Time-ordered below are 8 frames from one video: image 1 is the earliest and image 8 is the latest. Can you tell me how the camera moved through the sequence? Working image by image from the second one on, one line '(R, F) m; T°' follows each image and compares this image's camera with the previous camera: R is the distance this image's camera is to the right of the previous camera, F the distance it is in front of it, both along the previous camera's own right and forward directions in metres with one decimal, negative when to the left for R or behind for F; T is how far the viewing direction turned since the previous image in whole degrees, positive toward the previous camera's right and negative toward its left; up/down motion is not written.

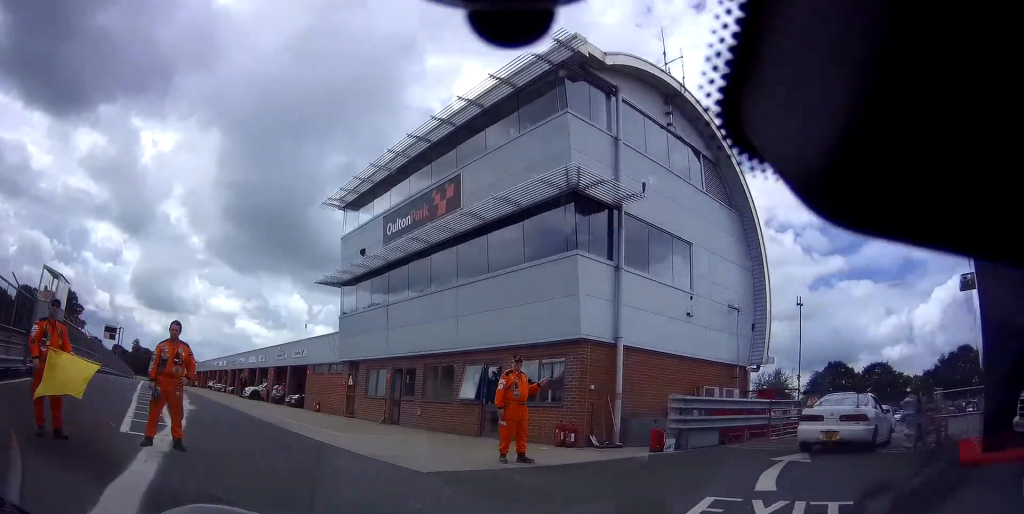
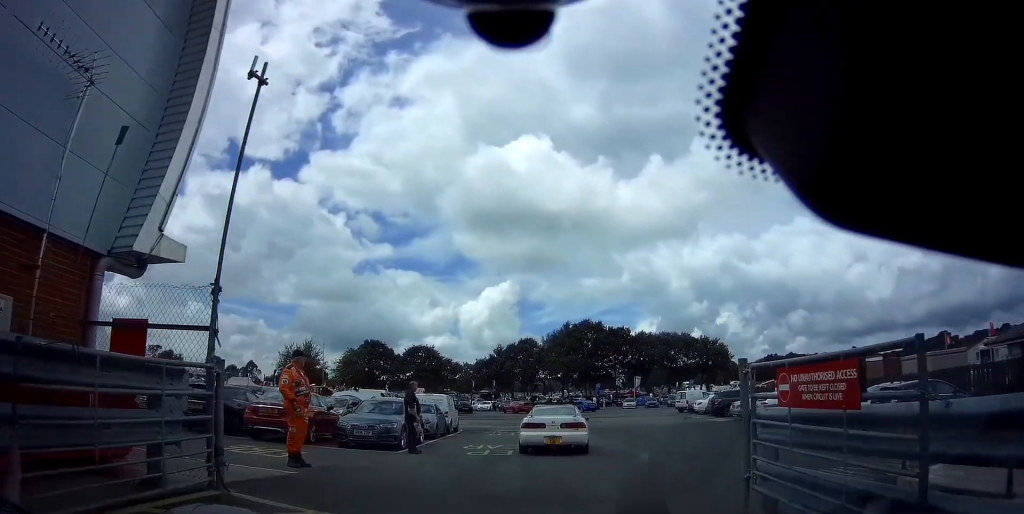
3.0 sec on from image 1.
(+5.0, +11.4) m; +35°
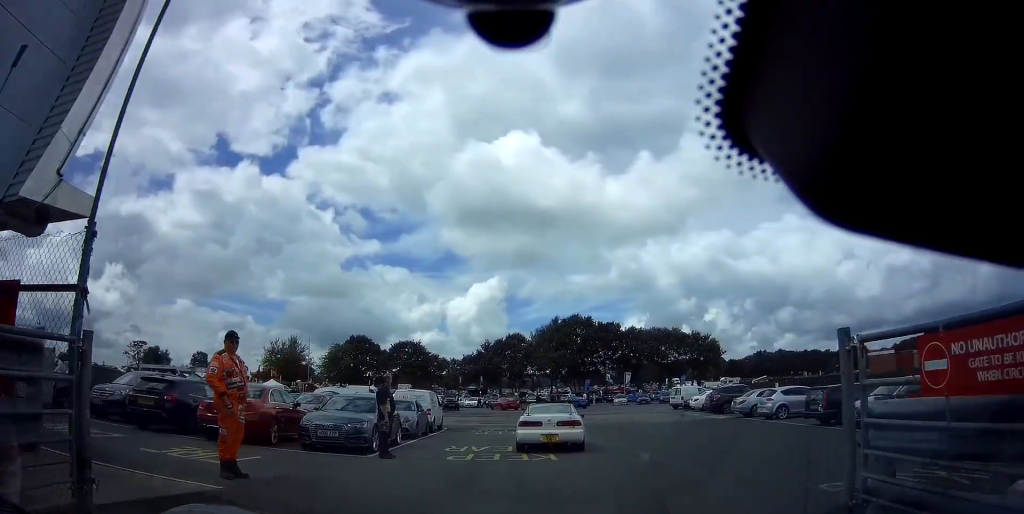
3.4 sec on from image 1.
(+0.1, +1.8) m; +3°
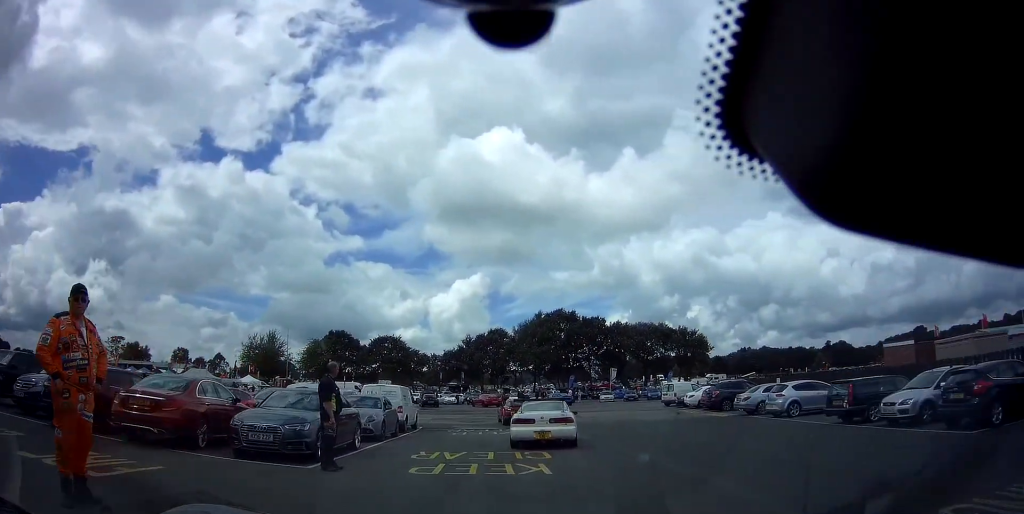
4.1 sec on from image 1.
(+0.1, +2.6) m; +4°
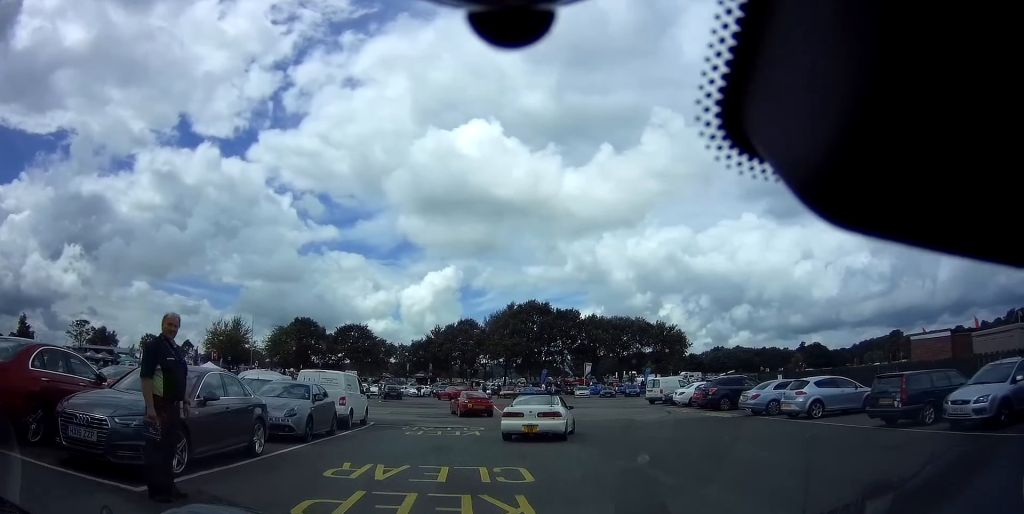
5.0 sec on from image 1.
(+0.1, +3.9) m; +4°
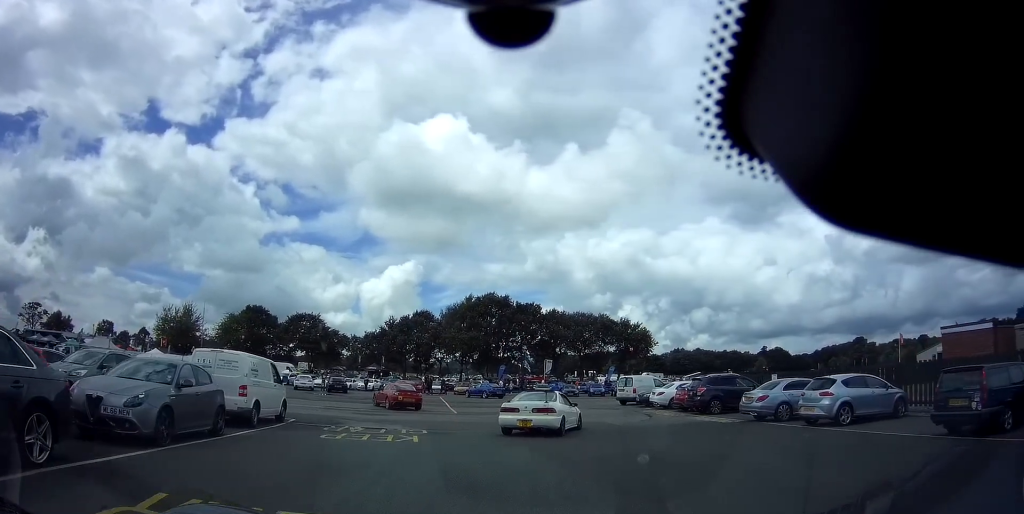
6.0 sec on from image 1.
(+0.2, +4.1) m; -1°
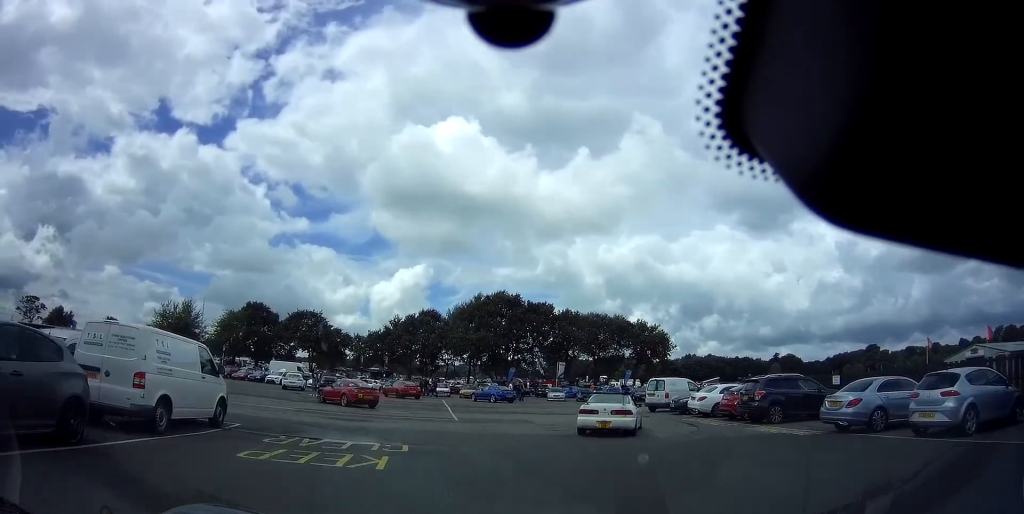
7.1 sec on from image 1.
(-0.2, +4.5) m; 0°
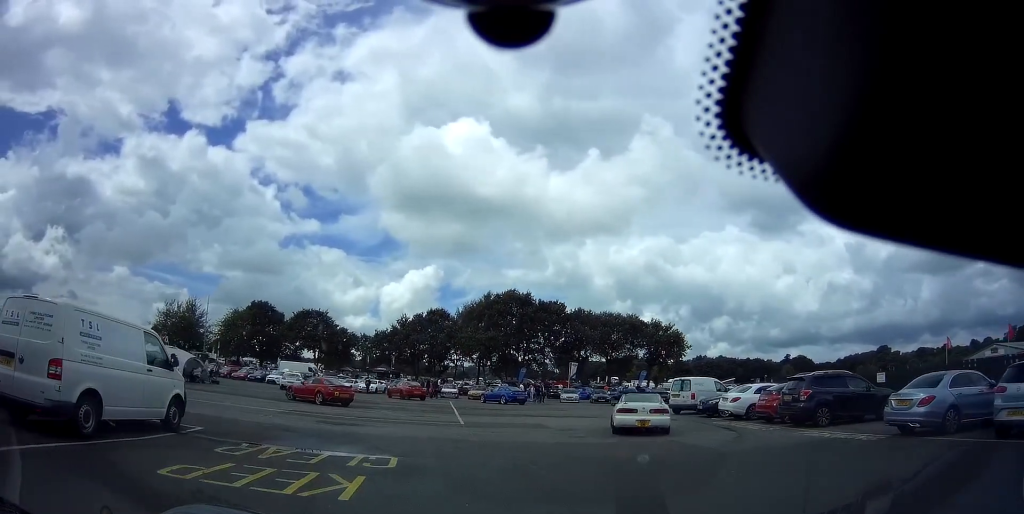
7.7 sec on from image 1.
(+0.3, +2.4) m; 0°
